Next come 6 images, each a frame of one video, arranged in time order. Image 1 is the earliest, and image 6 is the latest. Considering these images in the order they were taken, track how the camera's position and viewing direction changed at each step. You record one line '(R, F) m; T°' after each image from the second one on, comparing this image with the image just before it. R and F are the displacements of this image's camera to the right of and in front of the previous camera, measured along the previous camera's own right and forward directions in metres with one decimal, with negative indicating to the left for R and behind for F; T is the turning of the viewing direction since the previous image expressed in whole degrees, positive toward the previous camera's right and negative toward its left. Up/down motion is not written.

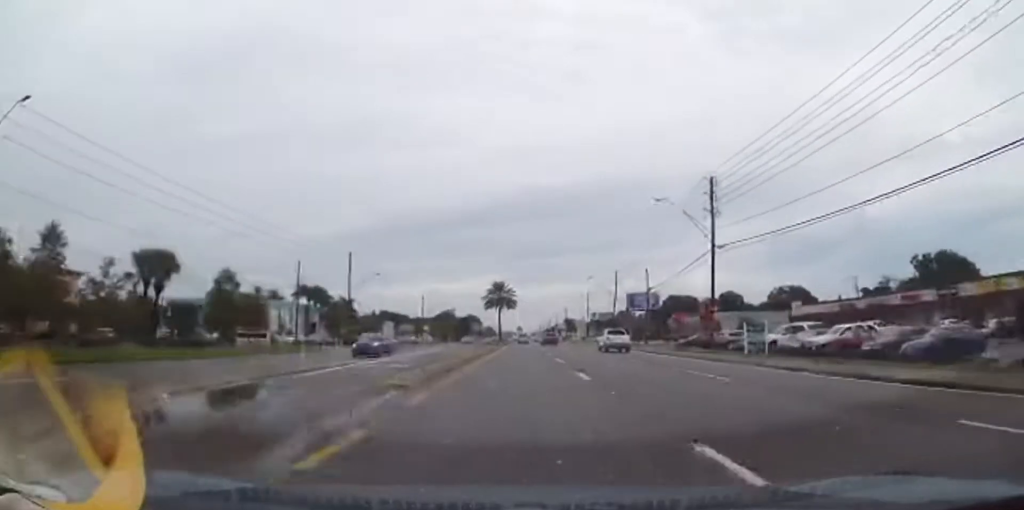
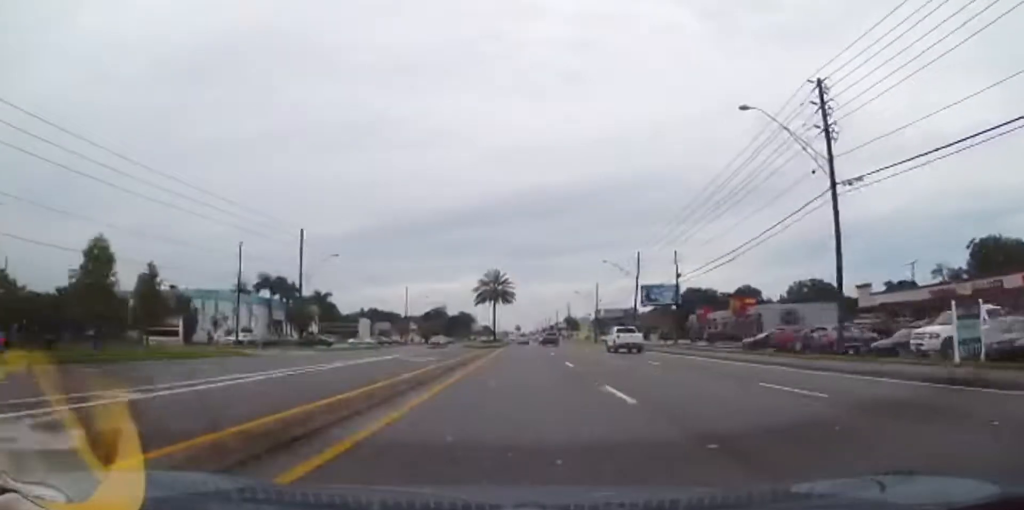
(0.0, +17.4) m; 0°
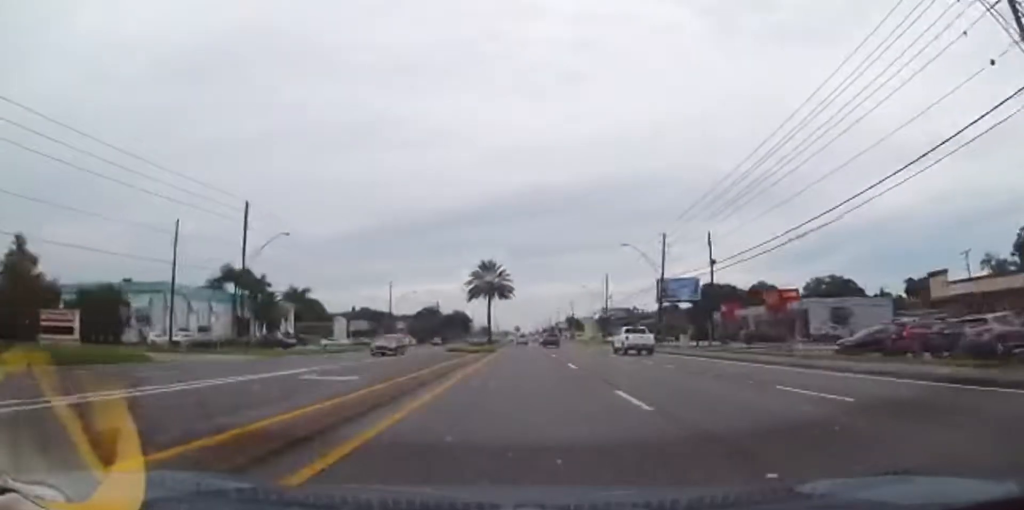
(0.0, +13.3) m; 0°
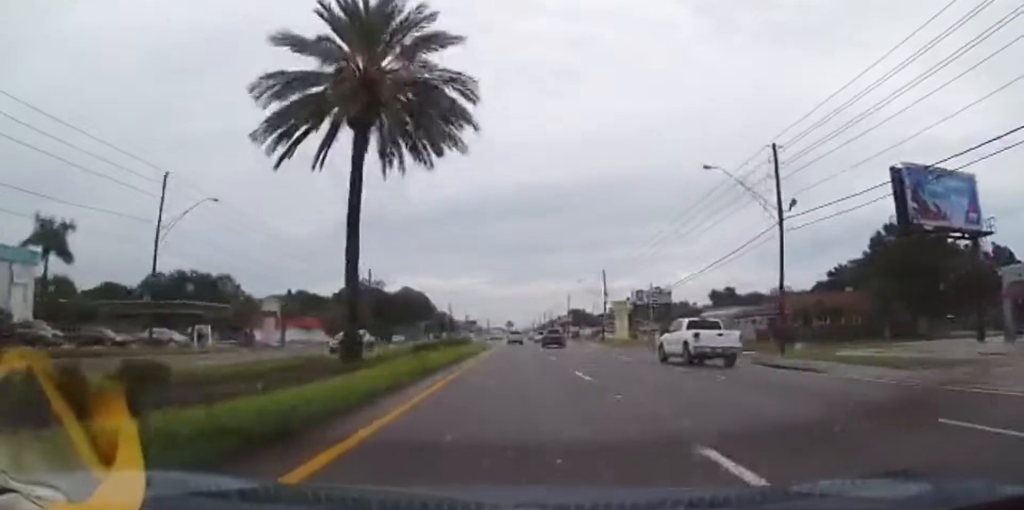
(+0.7, +68.0) m; 0°
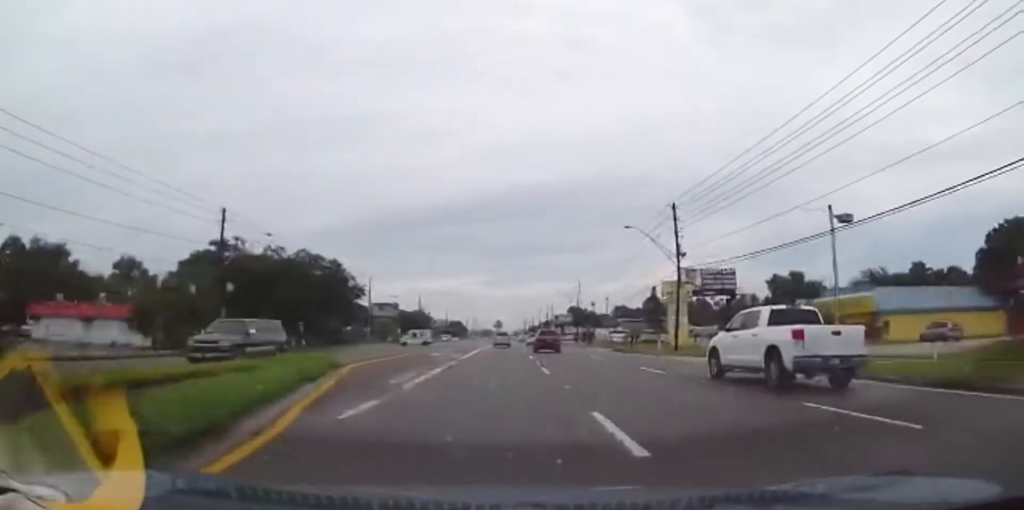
(0.0, +46.1) m; +1°
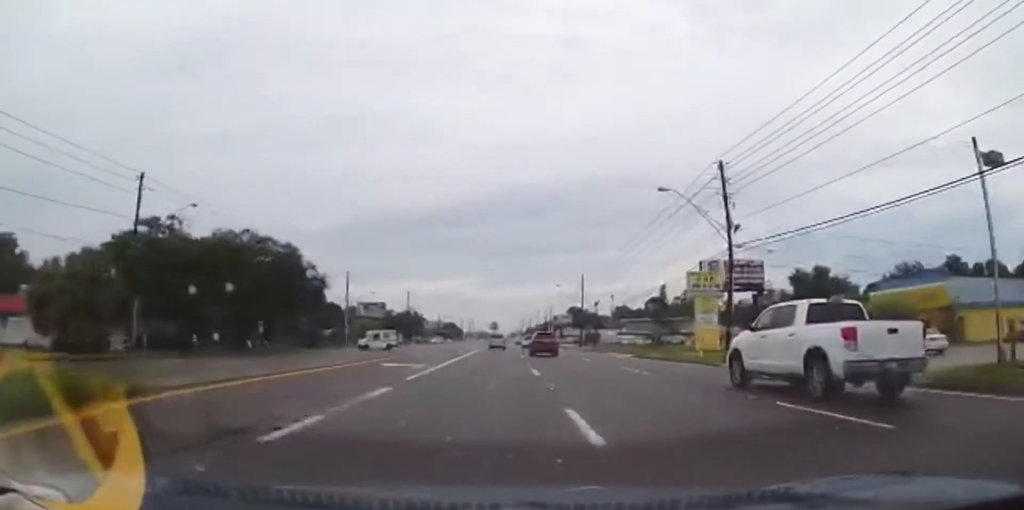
(+0.3, +11.9) m; 0°
